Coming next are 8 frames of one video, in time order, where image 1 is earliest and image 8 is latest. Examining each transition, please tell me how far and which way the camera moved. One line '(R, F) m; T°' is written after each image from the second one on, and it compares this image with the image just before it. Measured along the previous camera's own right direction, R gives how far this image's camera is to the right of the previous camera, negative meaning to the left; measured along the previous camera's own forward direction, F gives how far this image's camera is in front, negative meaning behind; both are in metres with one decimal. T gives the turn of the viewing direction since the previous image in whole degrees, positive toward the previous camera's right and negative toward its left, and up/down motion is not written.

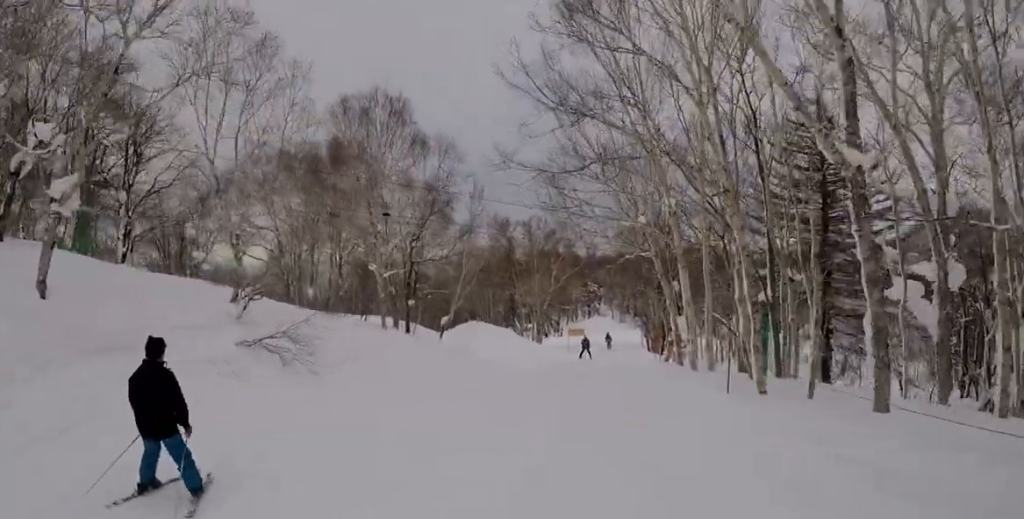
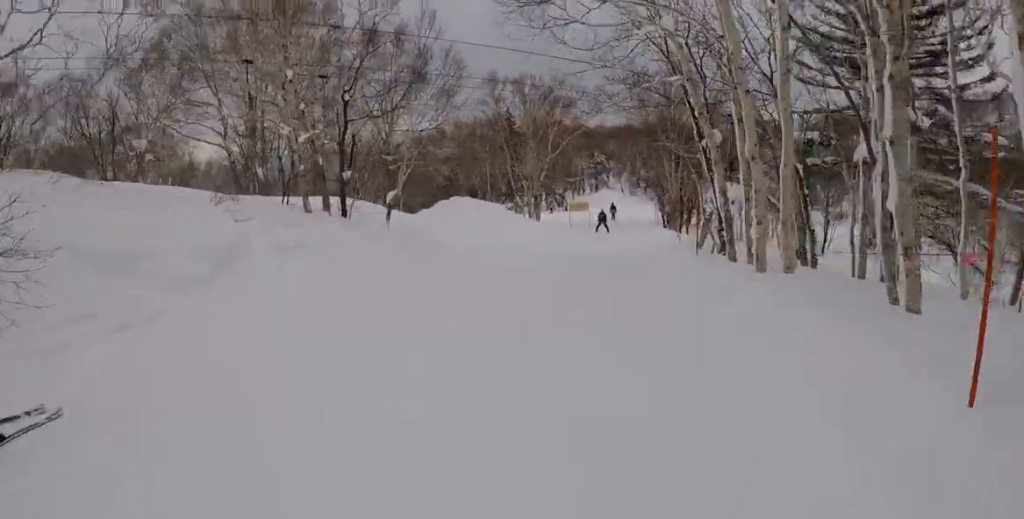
(-0.6, +7.8) m; +1°
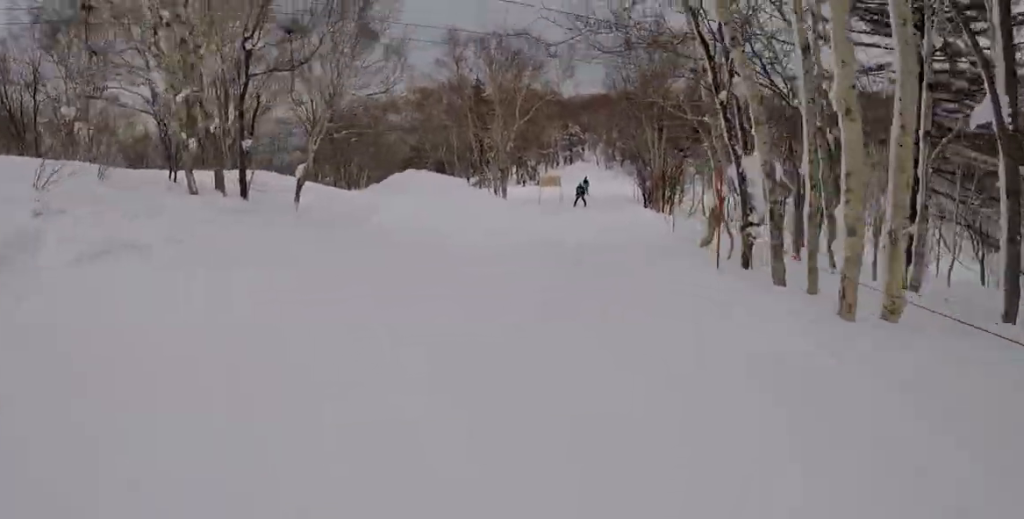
(+0.5, +5.2) m; +3°
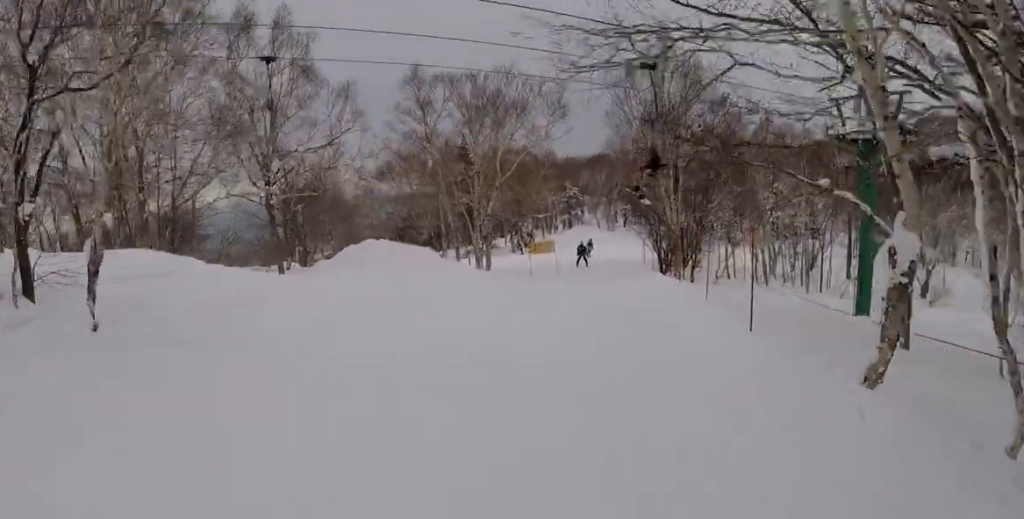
(+0.4, +7.9) m; +3°
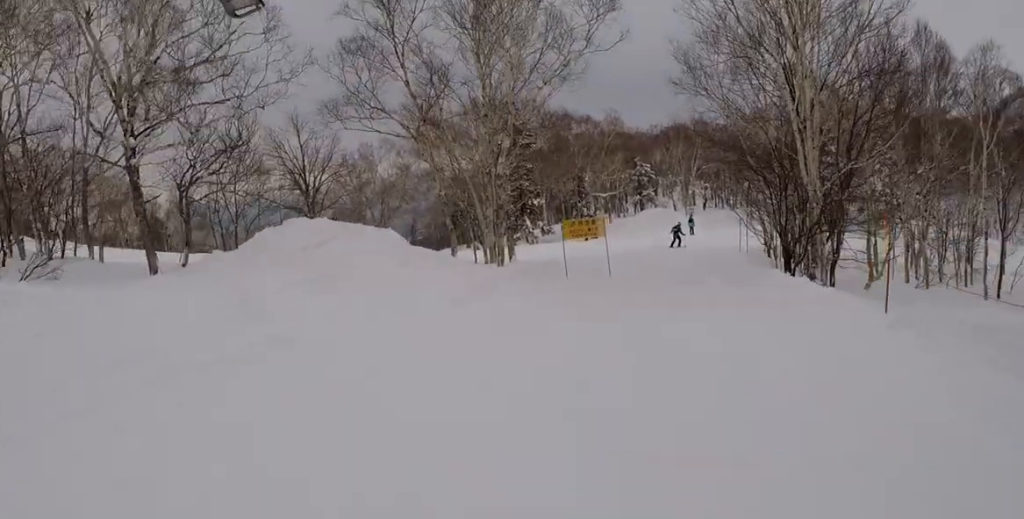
(0.0, +13.4) m; -1°
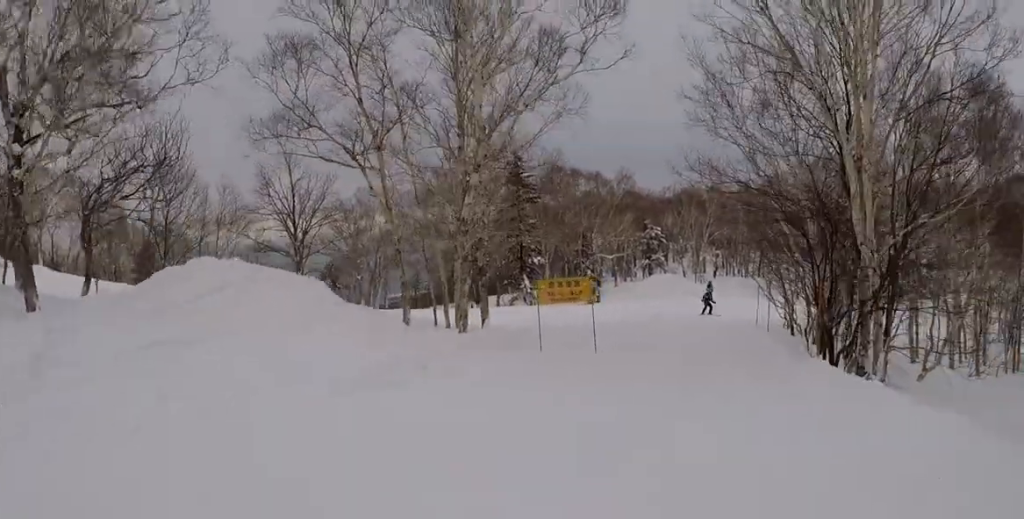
(0.0, +4.7) m; -1°
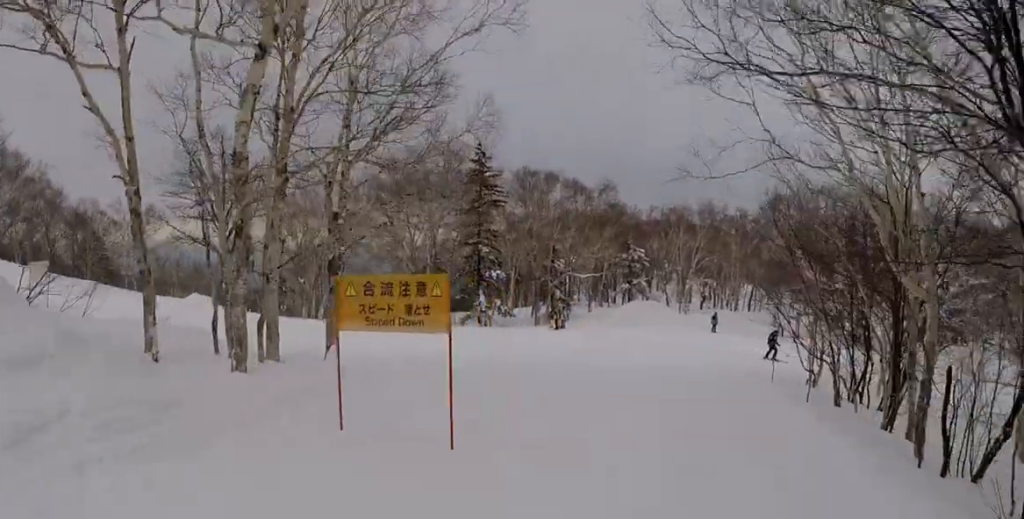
(-0.2, +9.6) m; 0°
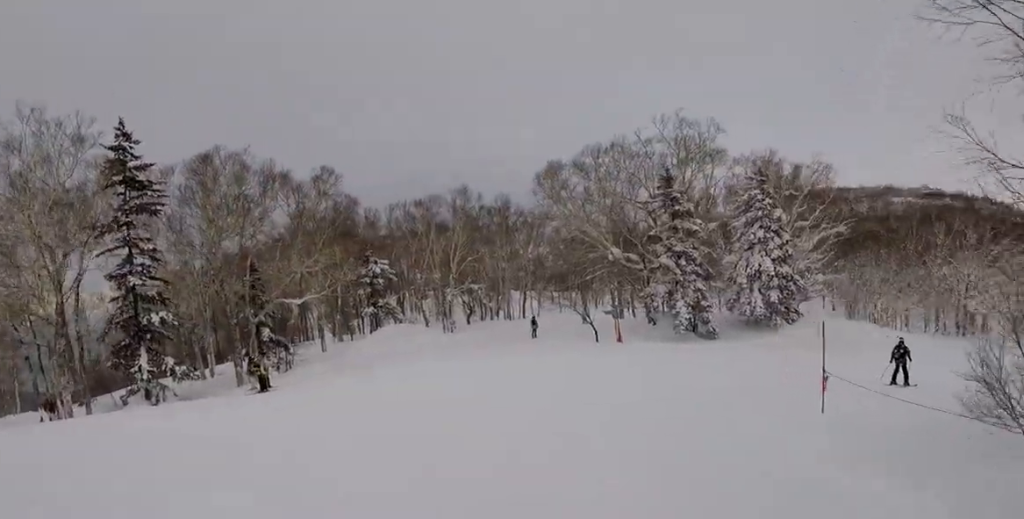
(+0.5, +18.1) m; 0°
